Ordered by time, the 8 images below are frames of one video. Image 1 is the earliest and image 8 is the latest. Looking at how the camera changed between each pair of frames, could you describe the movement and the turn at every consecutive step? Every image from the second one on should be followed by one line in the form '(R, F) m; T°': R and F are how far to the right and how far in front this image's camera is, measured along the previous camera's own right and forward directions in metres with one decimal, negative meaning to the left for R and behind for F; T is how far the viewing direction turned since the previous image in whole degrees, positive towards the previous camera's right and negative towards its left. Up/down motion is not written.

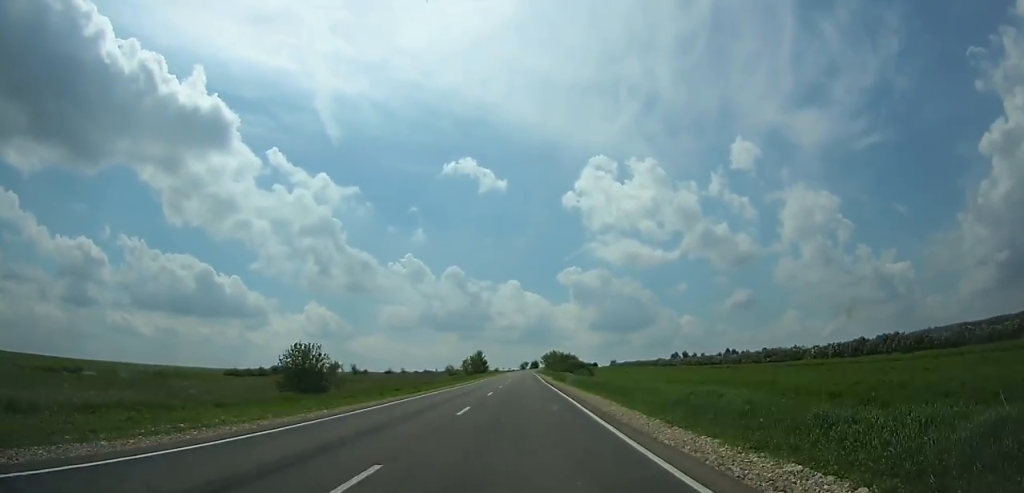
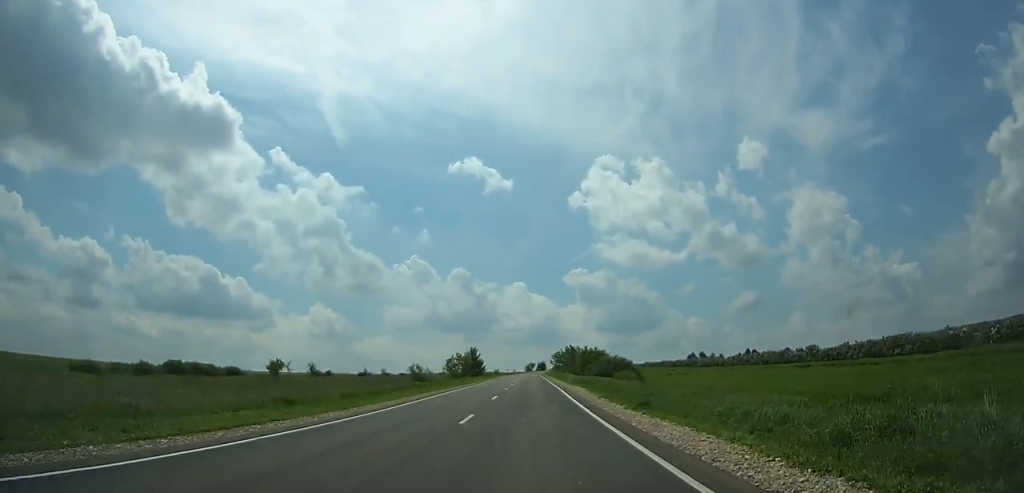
(0.0, +38.2) m; 0°
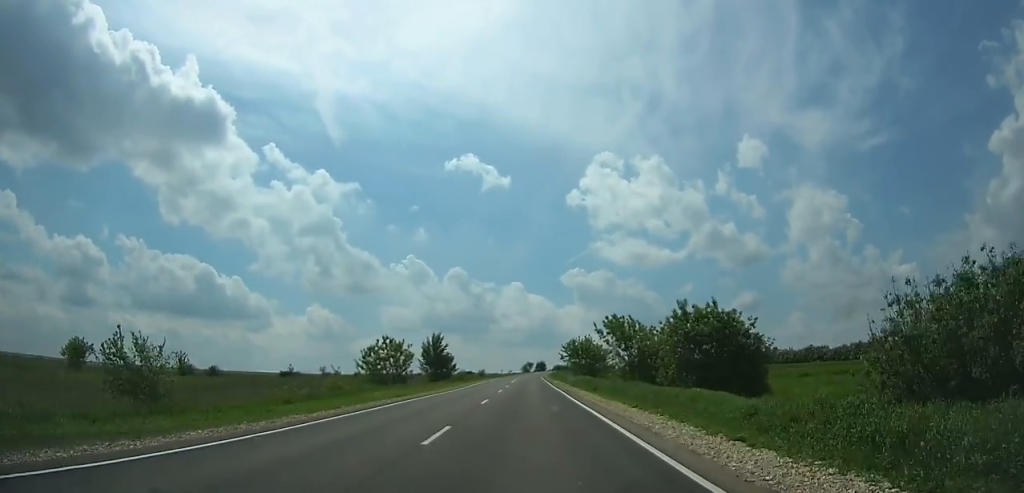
(0.0, +55.9) m; 0°
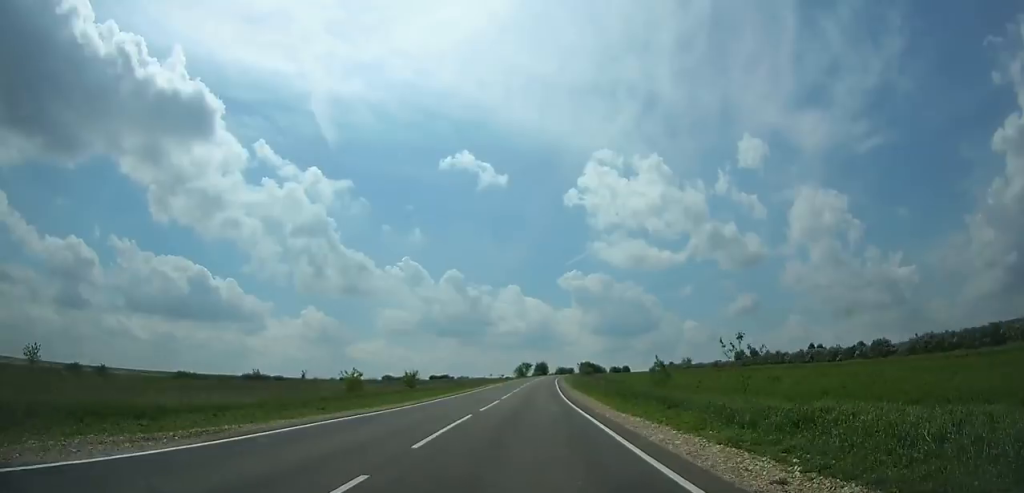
(+0.1, +87.2) m; +1°
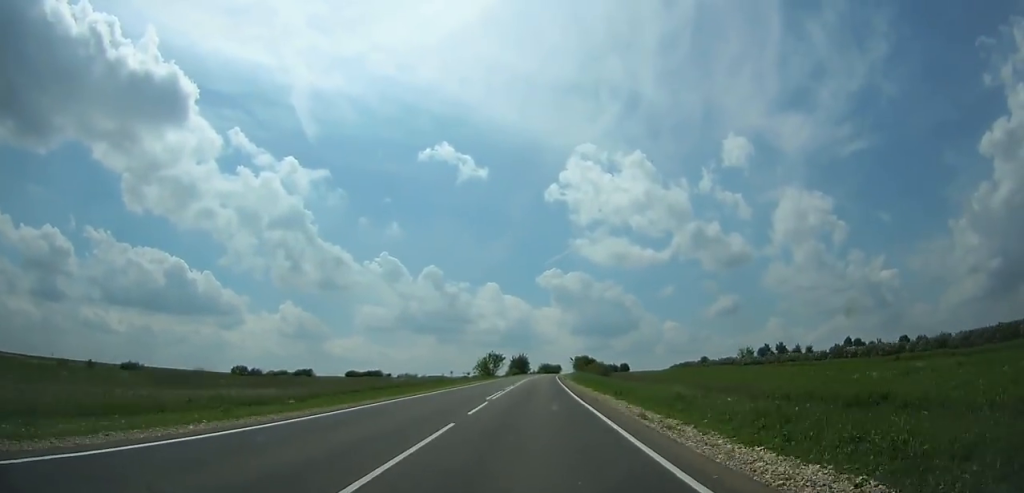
(+0.9, +76.9) m; +2°
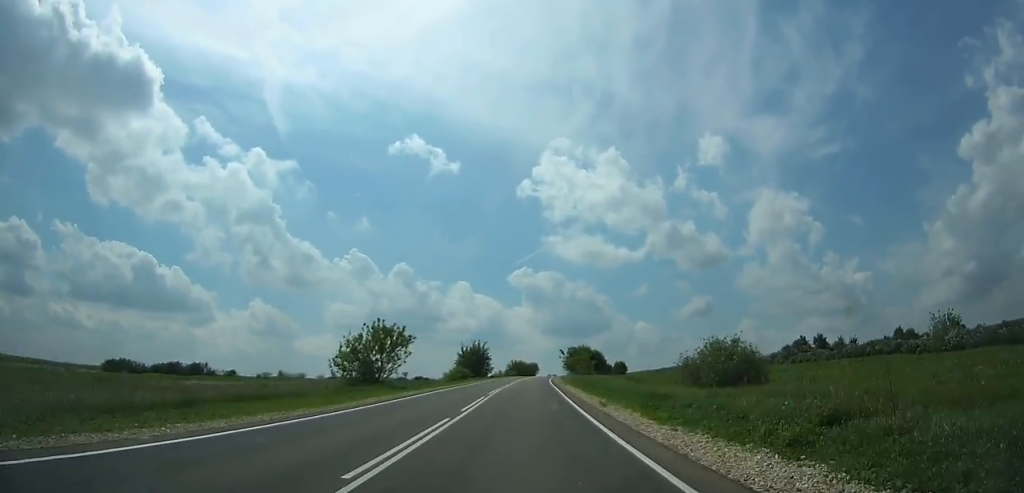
(+1.4, +75.7) m; +2°
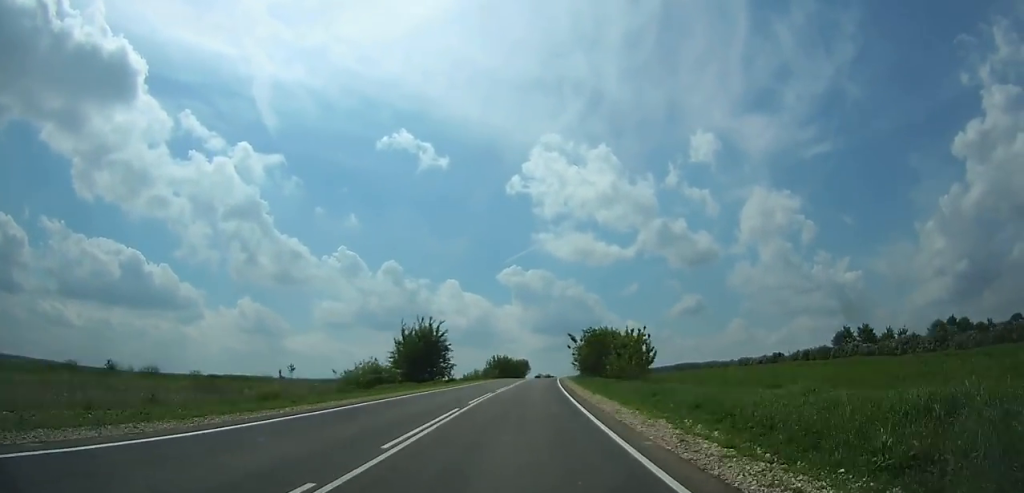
(+0.5, +45.9) m; +1°
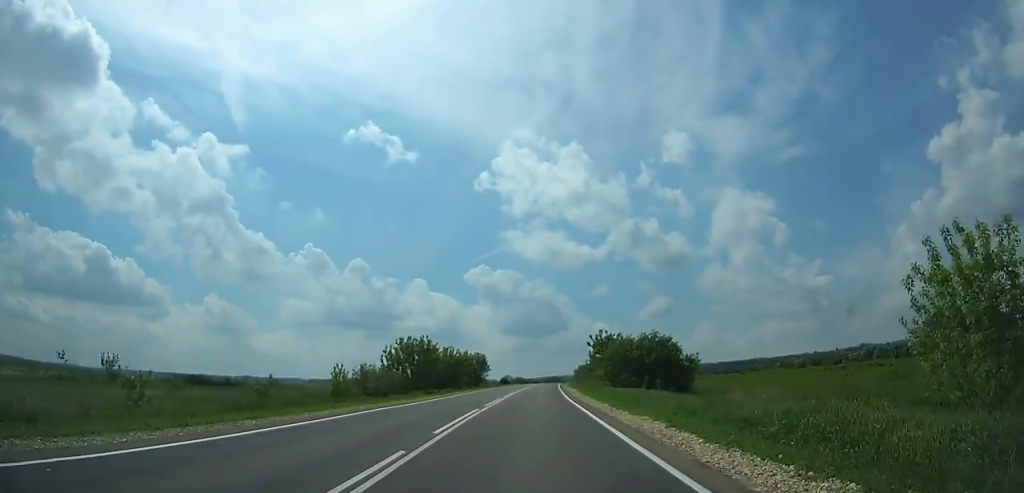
(+1.1, +69.6) m; +2°
